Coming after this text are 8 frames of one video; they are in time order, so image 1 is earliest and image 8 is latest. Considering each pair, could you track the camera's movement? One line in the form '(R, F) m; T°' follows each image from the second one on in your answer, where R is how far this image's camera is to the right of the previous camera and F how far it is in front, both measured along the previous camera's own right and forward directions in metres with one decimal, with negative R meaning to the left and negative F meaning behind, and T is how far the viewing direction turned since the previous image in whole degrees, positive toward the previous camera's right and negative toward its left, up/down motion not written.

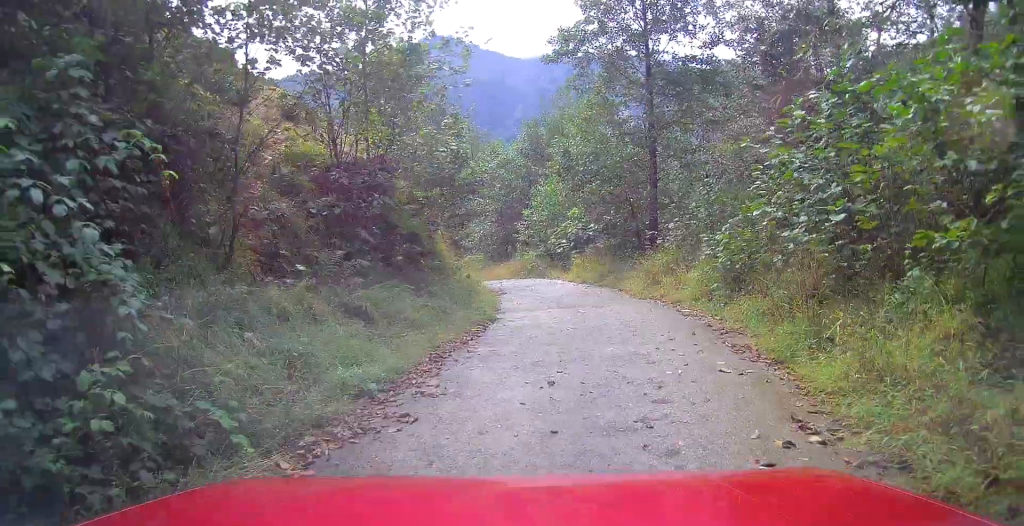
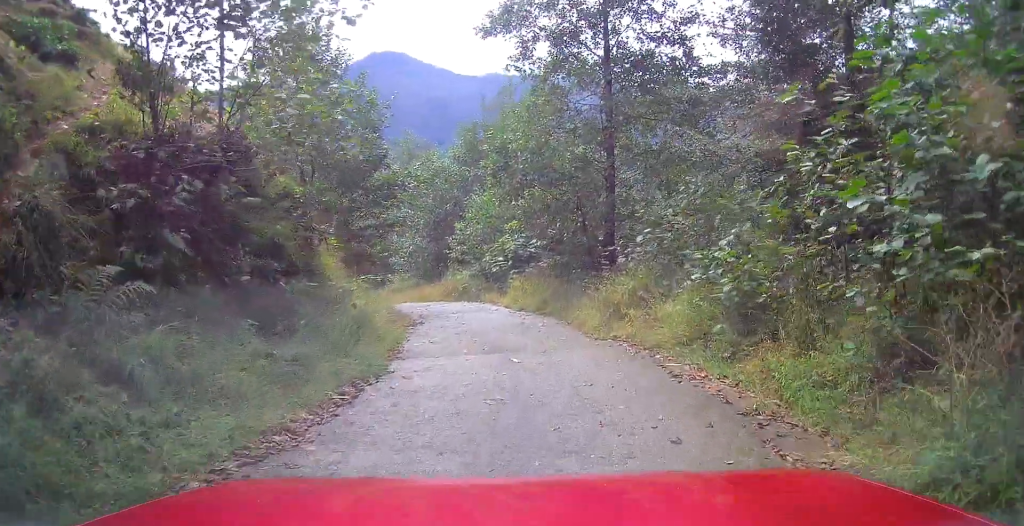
(+0.2, +3.7) m; +4°
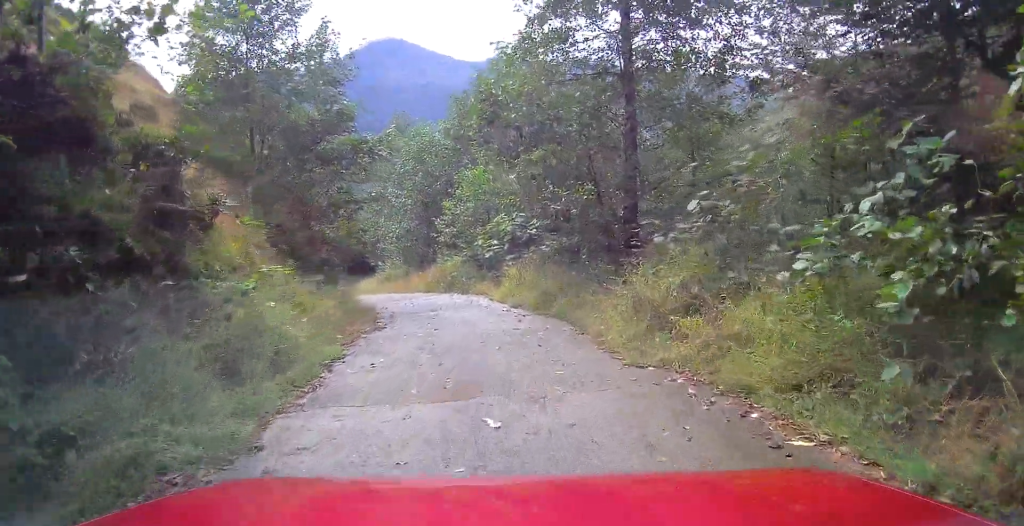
(0.0, +3.7) m; -1°
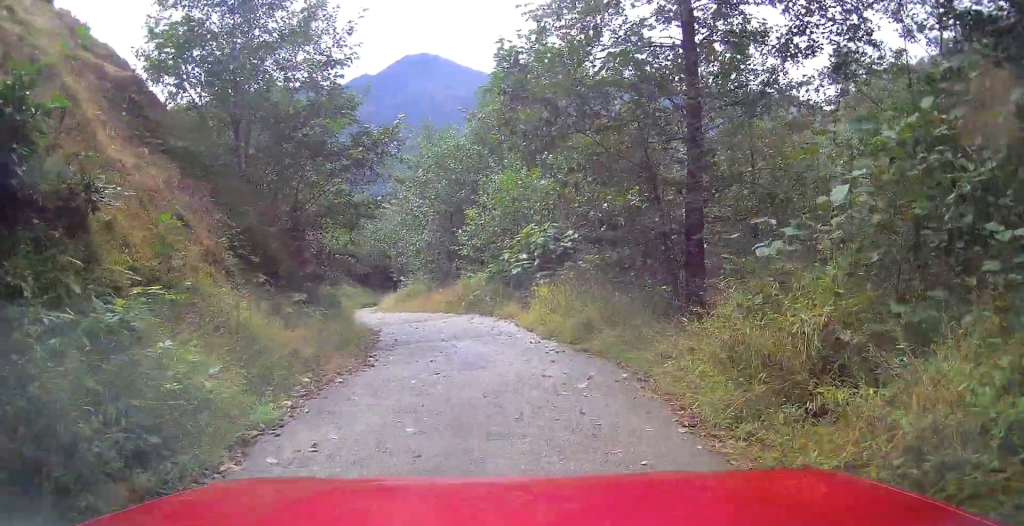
(+0.1, +2.8) m; -3°
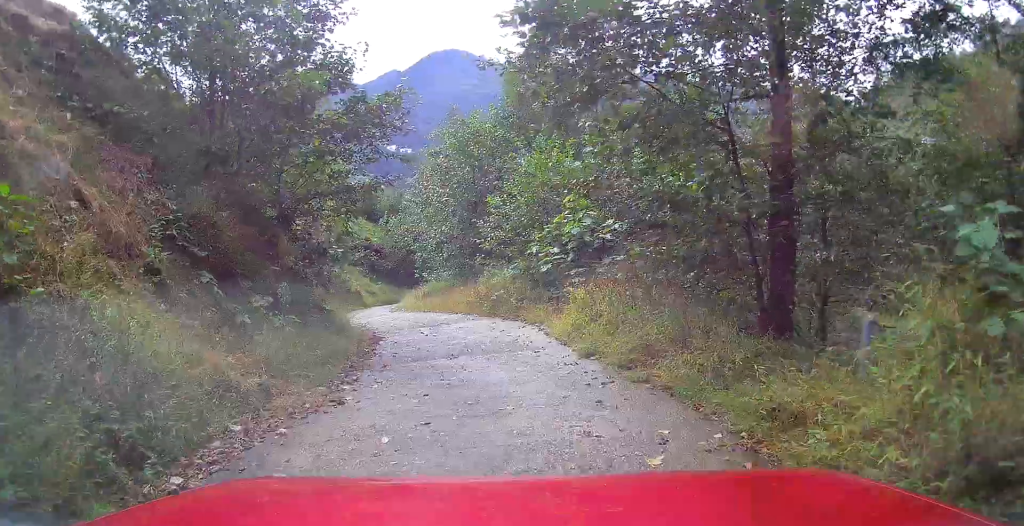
(-0.2, +2.5) m; -3°
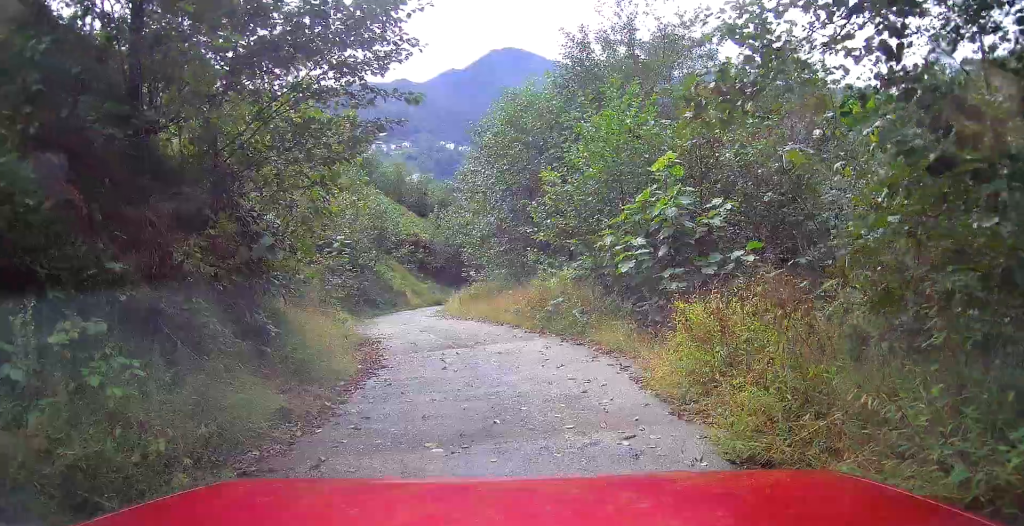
(-0.2, +4.4) m; -5°
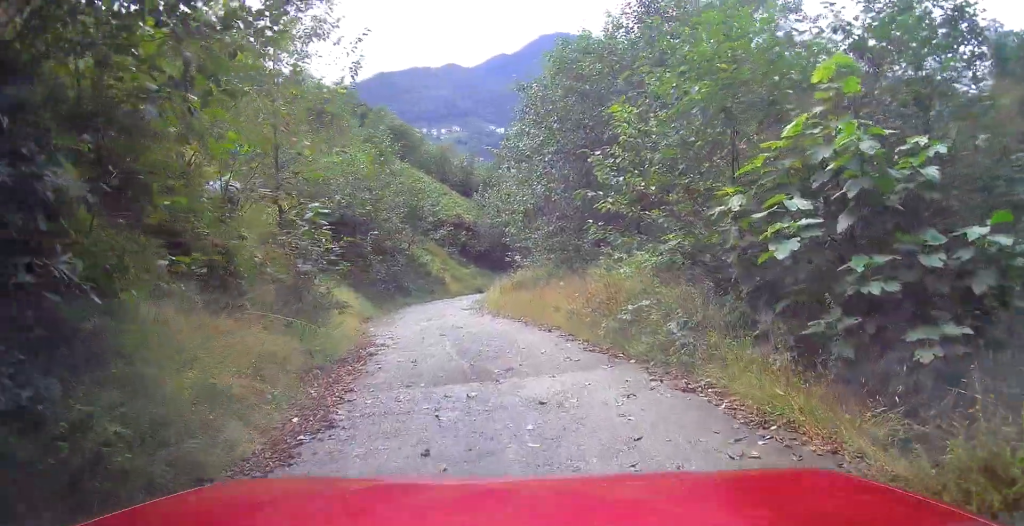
(-0.1, +4.3) m; -5°
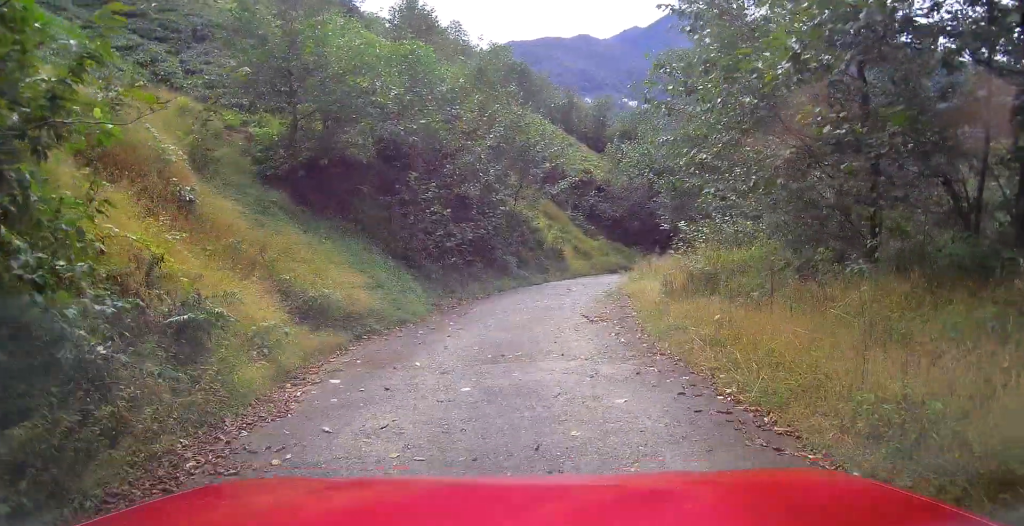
(-1.2, +11.1) m; -10°
